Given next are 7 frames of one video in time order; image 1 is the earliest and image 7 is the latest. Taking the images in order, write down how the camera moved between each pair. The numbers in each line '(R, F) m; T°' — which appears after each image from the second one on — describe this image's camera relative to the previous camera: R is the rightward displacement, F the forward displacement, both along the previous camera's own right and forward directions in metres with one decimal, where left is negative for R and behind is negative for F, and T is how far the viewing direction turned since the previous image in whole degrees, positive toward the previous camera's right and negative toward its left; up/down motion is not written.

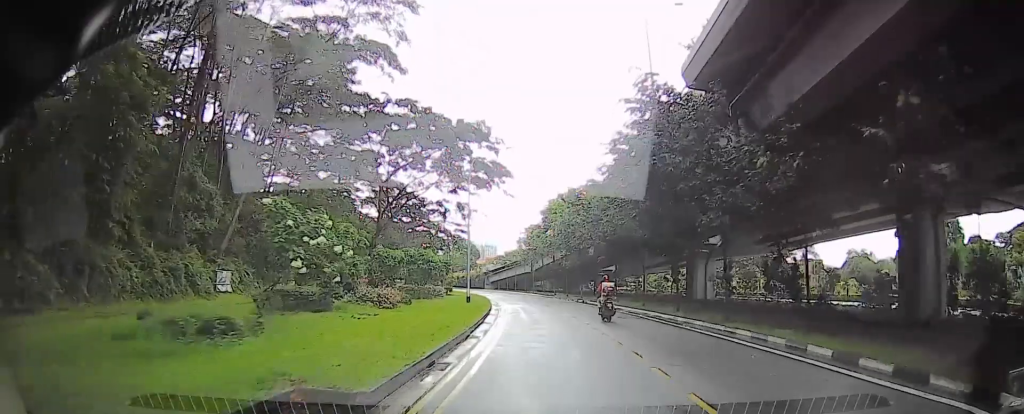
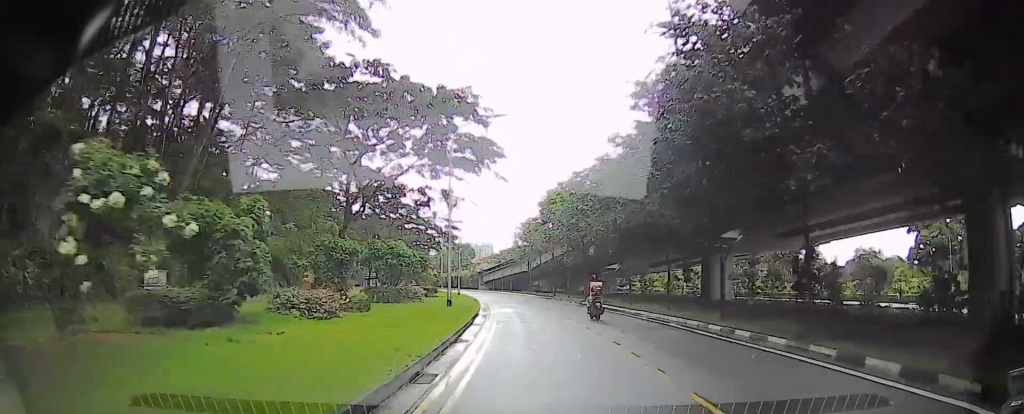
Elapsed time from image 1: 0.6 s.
(0.0, +4.5) m; 0°
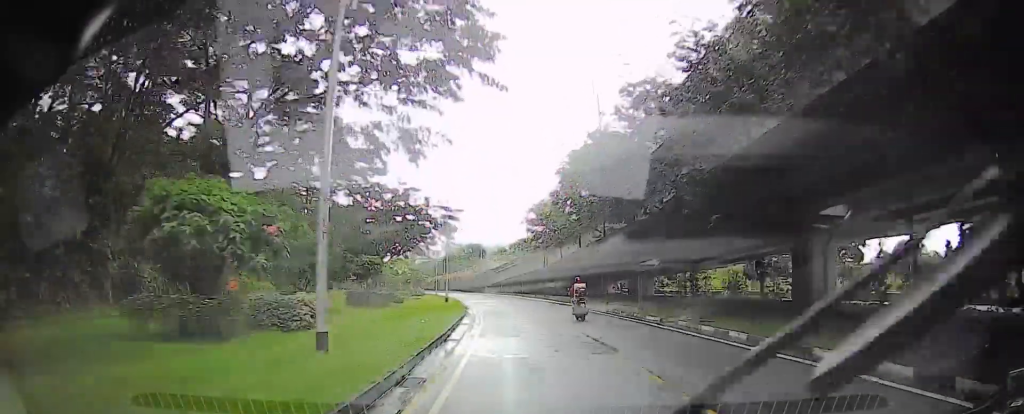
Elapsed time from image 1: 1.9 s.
(0.0, +11.9) m; 0°
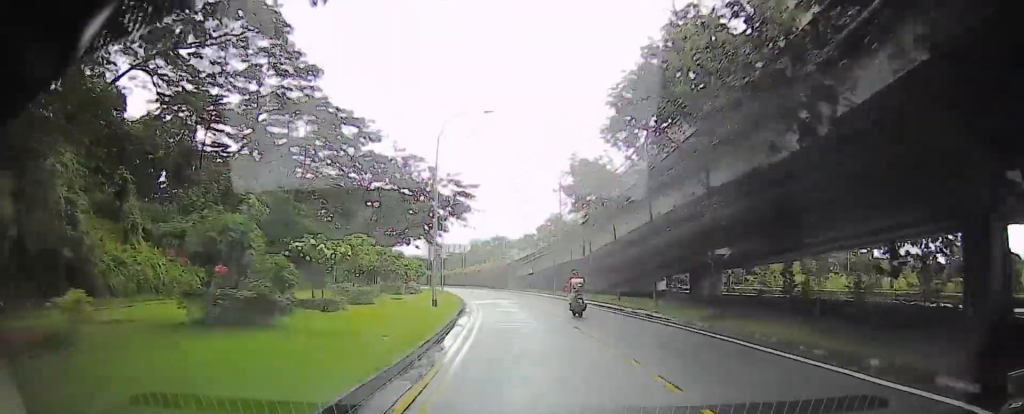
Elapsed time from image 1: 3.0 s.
(0.0, +11.5) m; 0°
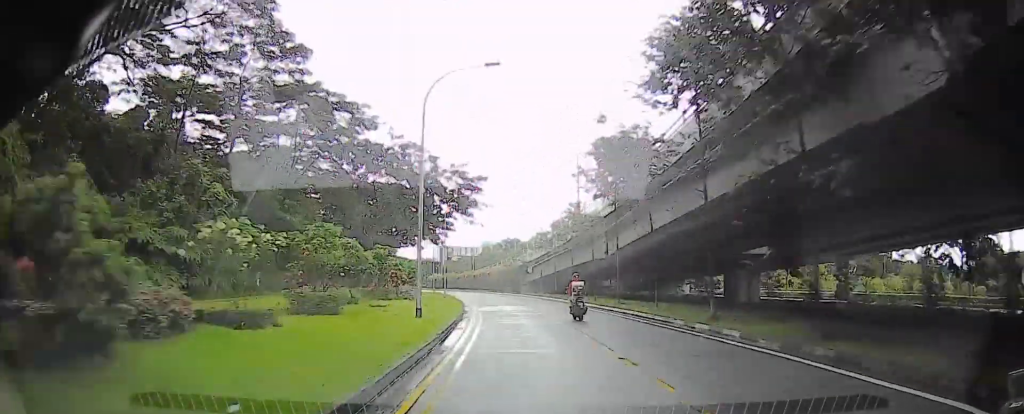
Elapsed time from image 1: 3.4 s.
(0.0, +5.1) m; 0°
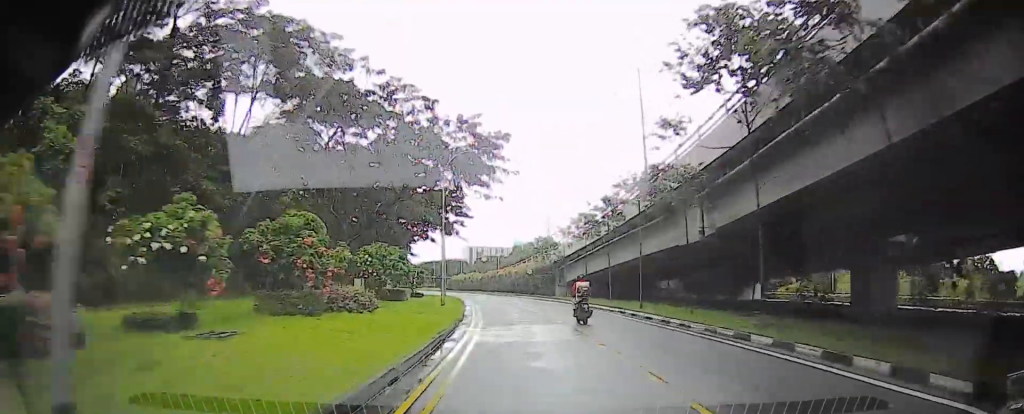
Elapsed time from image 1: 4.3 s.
(0.0, +13.0) m; 0°
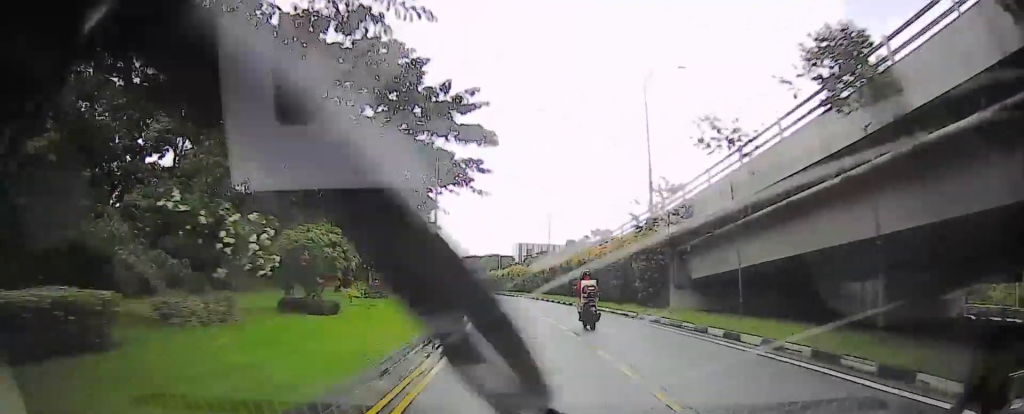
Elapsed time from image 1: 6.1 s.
(-0.6, +28.5) m; -5°
